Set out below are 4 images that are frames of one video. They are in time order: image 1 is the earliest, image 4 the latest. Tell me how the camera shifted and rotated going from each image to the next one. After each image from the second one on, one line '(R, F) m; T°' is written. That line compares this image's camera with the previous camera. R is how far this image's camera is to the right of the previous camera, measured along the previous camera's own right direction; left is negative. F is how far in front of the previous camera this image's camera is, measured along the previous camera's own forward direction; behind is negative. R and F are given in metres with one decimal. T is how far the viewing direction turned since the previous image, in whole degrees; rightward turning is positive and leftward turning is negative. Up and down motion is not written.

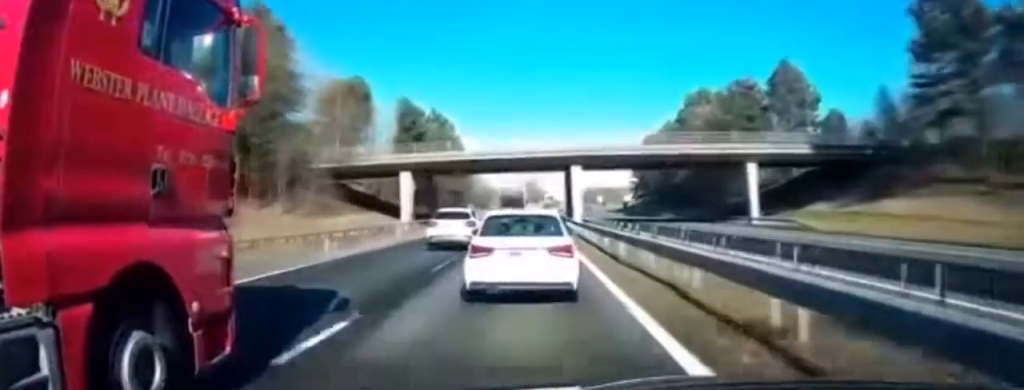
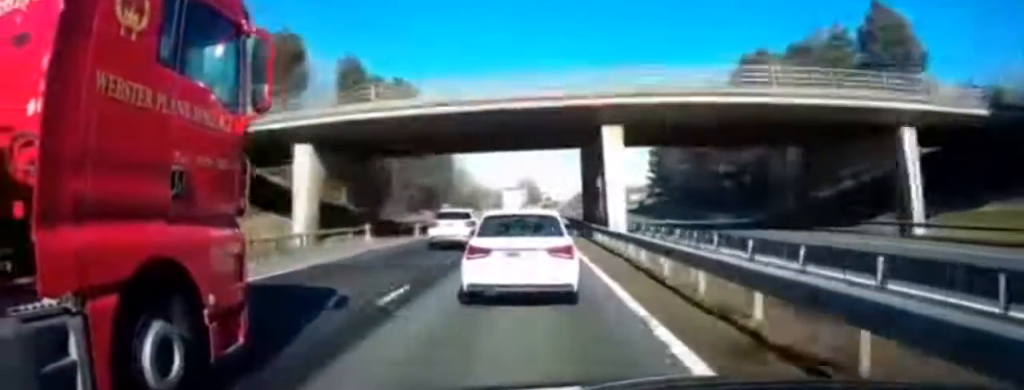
(+0.4, +23.4) m; -1°
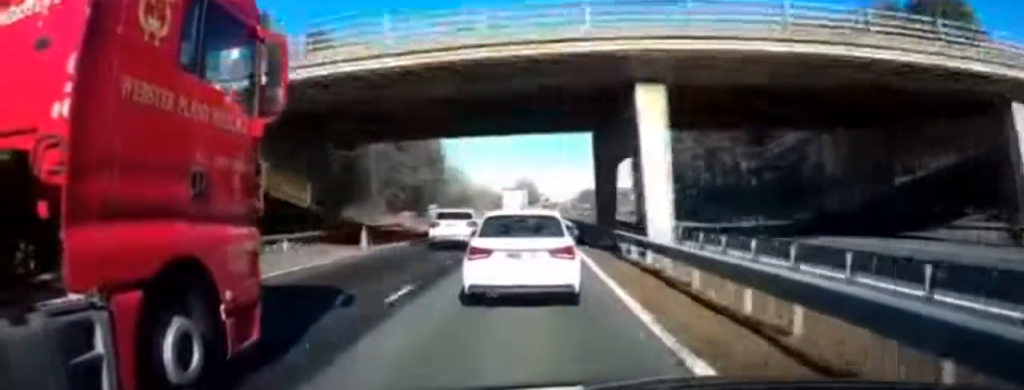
(-0.3, +8.7) m; 0°
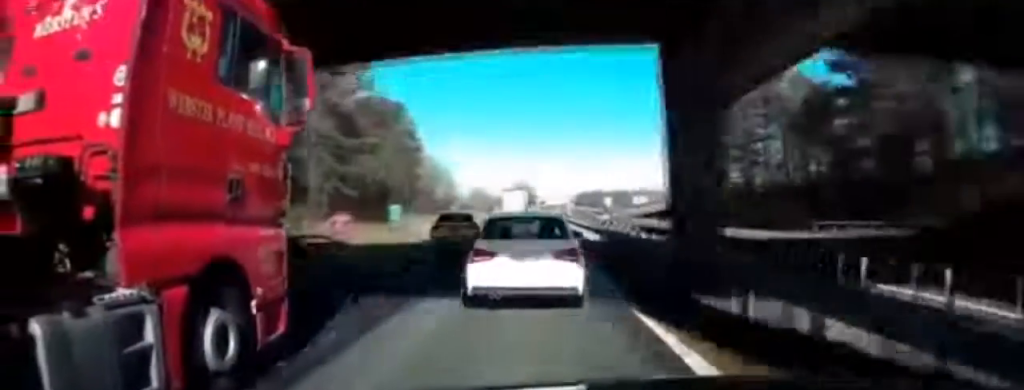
(-0.3, +16.5) m; 0°
